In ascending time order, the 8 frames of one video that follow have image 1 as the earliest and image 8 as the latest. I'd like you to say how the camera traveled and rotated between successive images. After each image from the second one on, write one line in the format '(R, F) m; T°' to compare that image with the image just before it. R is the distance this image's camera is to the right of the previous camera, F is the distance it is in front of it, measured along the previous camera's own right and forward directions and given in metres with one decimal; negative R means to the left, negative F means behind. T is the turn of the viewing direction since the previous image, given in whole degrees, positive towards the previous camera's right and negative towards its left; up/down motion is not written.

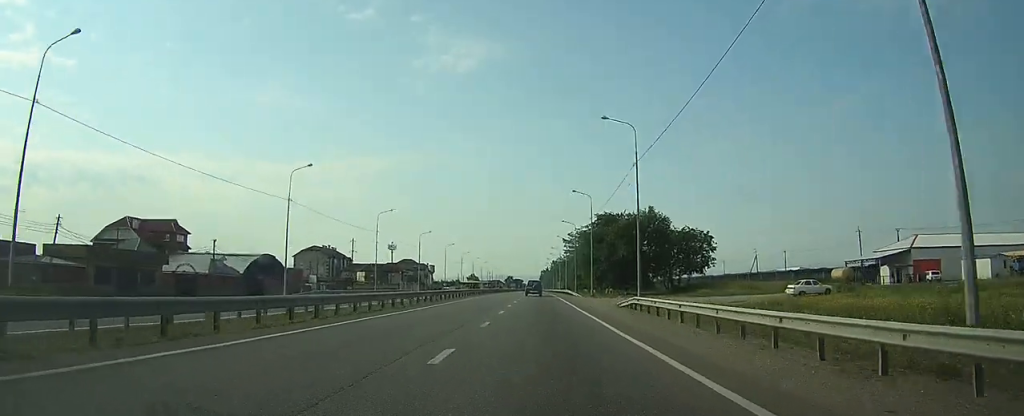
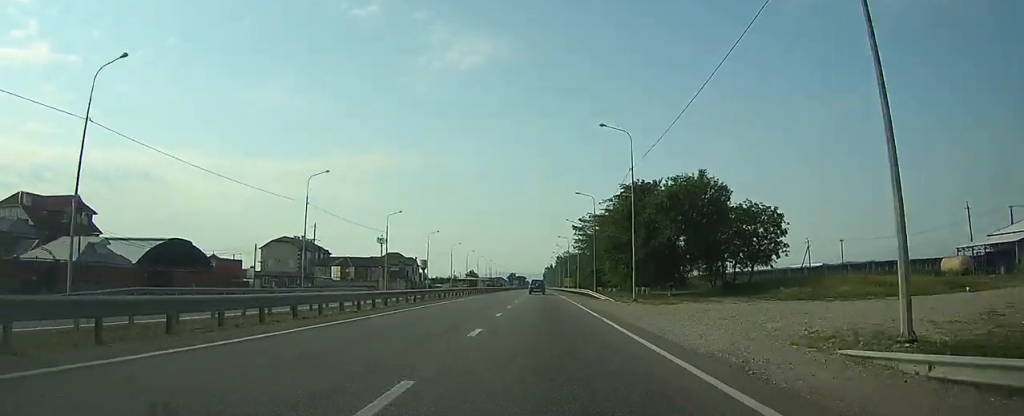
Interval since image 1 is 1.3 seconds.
(0.0, +28.0) m; 0°
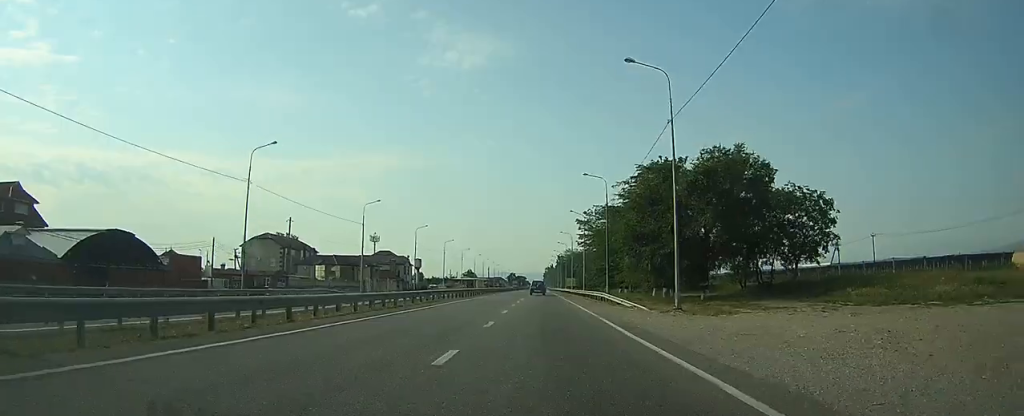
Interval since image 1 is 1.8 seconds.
(0.0, +12.5) m; 0°
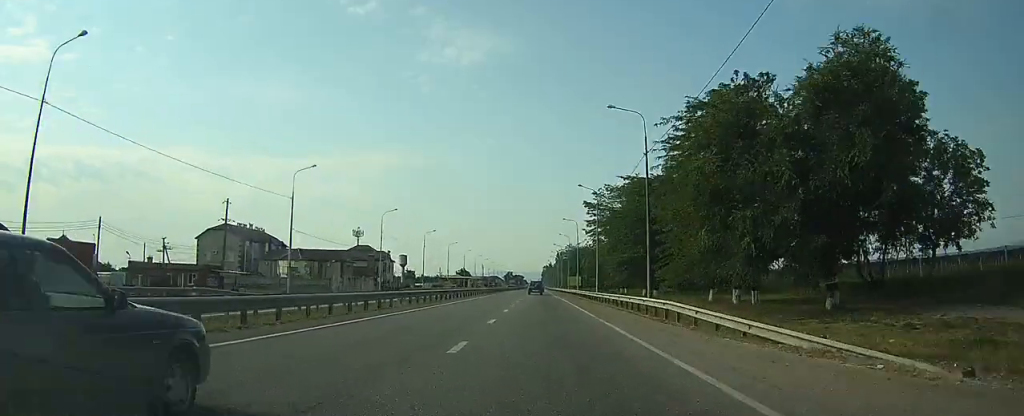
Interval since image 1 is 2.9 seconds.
(-0.1, +22.6) m; 0°
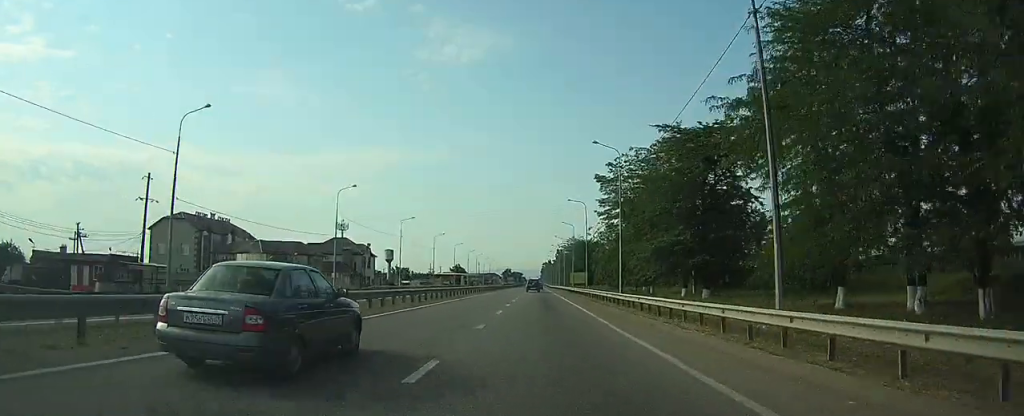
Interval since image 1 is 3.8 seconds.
(0.0, +19.5) m; 0°
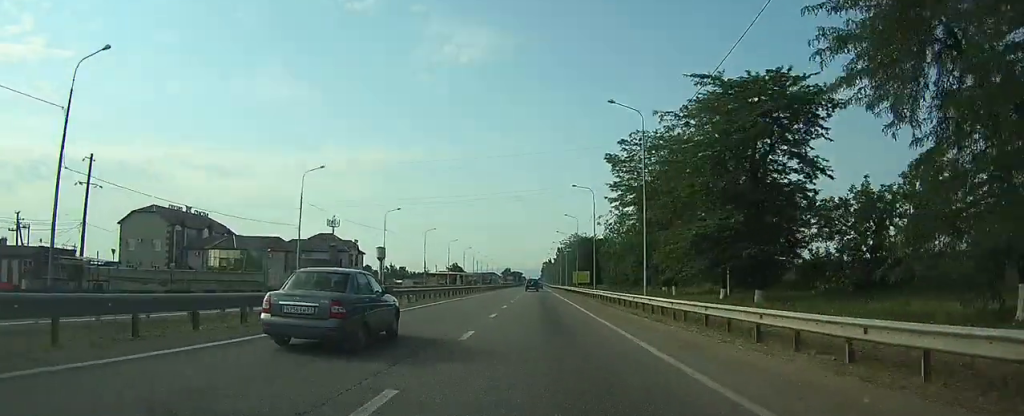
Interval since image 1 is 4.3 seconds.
(0.0, +10.8) m; 0°
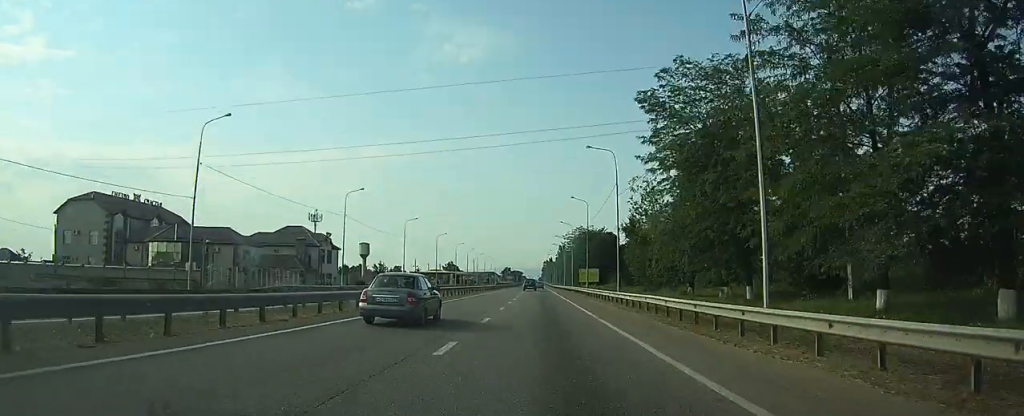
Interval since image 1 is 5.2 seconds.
(0.0, +19.2) m; 0°
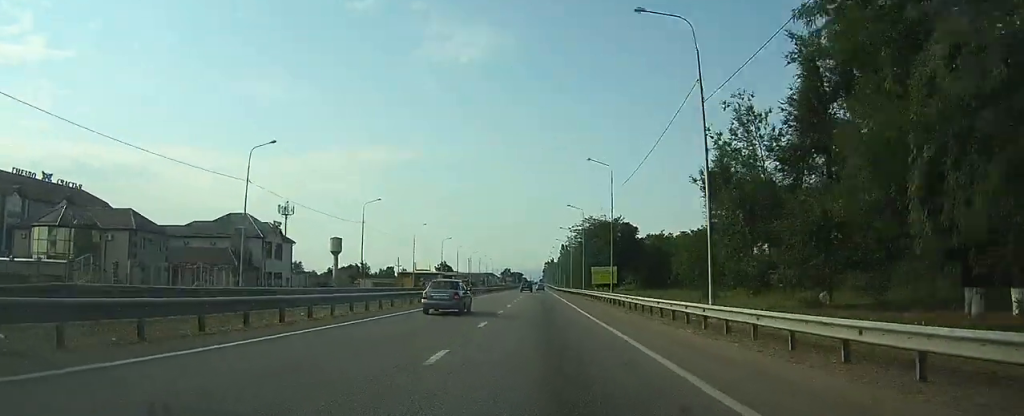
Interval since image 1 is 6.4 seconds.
(0.0, +25.4) m; 0°
